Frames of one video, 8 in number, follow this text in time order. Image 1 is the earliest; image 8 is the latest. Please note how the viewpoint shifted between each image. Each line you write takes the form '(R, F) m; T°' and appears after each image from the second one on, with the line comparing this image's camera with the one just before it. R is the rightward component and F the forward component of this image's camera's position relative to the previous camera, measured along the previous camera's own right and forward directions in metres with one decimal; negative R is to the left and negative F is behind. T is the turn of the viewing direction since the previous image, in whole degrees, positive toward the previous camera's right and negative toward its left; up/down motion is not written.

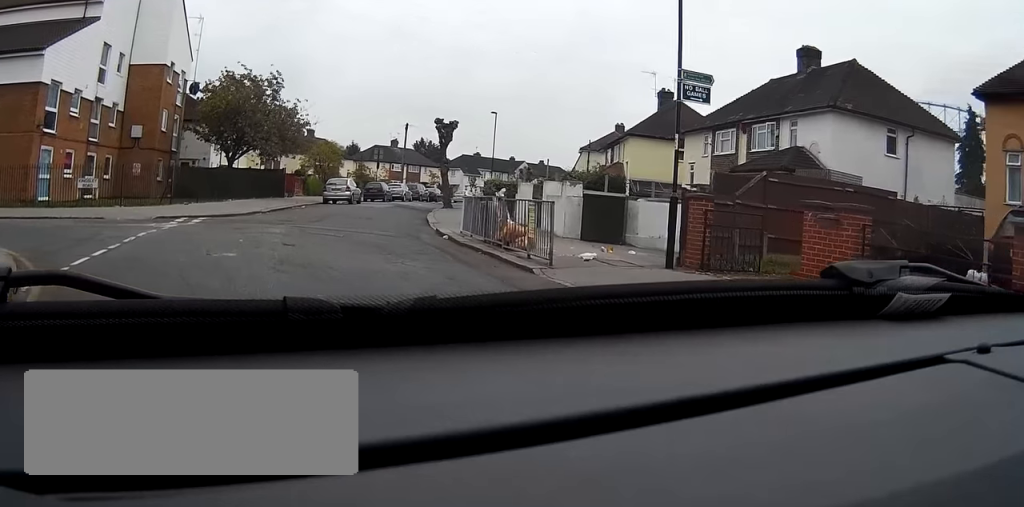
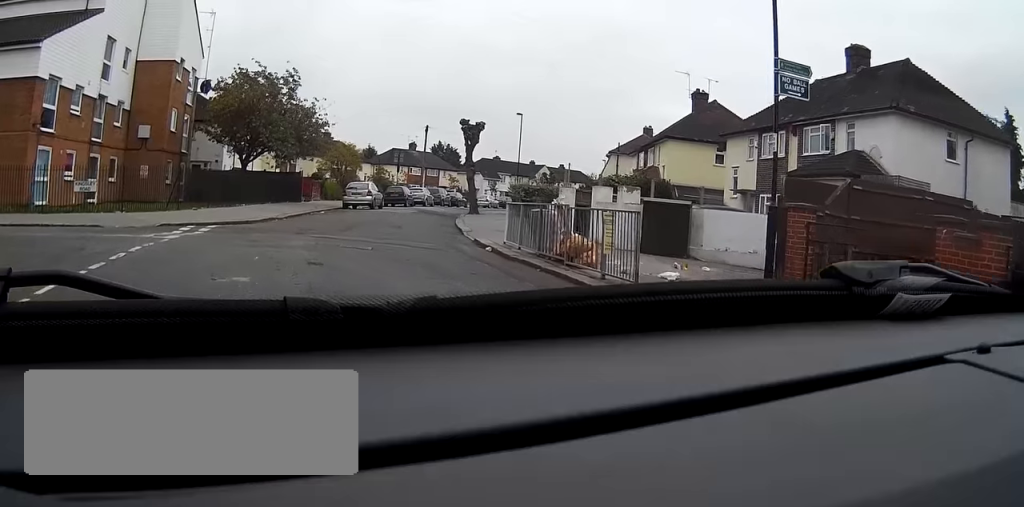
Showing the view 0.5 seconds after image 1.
(0.0, +2.4) m; -2°
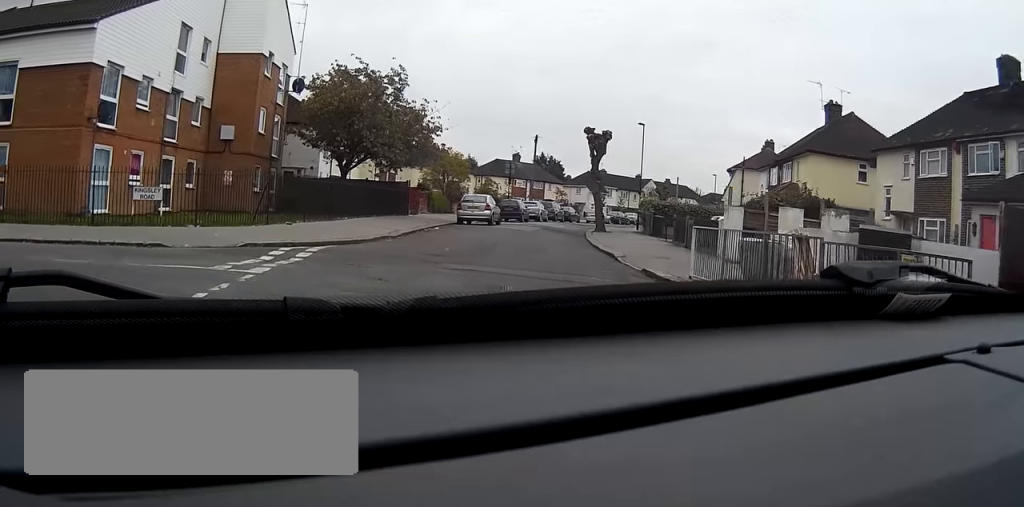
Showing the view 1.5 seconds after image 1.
(-0.1, +4.2) m; -7°
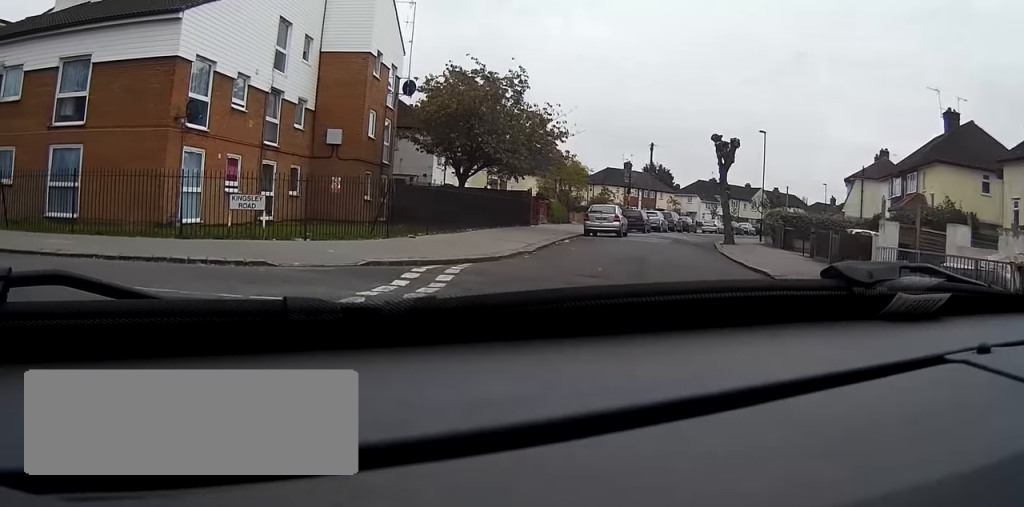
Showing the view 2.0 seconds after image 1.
(-0.1, +2.3) m; -6°
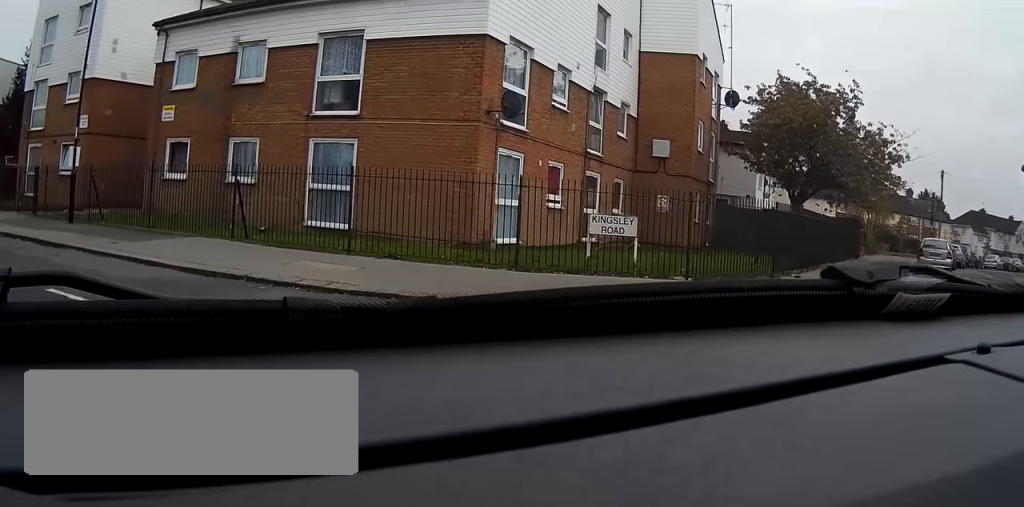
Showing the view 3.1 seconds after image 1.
(-0.5, +4.3) m; -20°
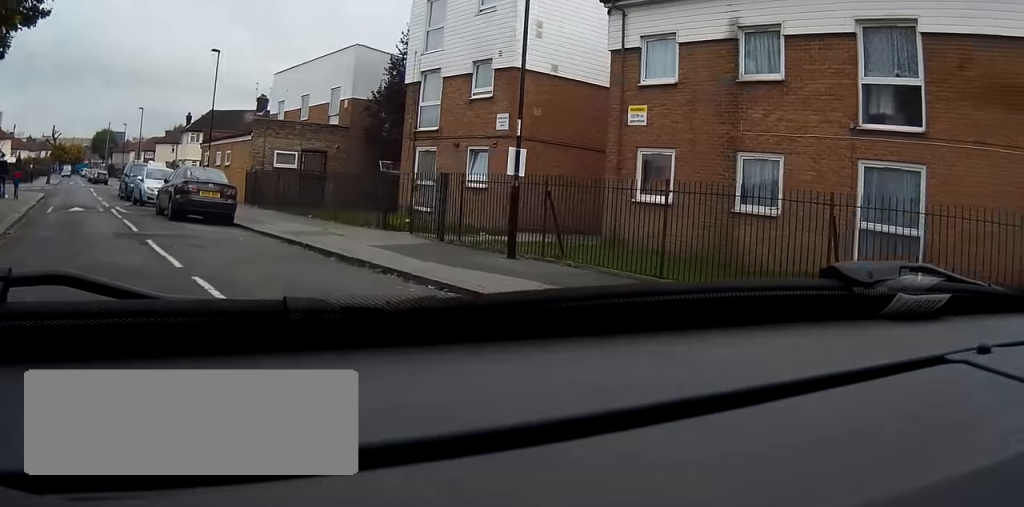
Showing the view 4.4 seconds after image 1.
(-1.8, +5.4) m; -35°
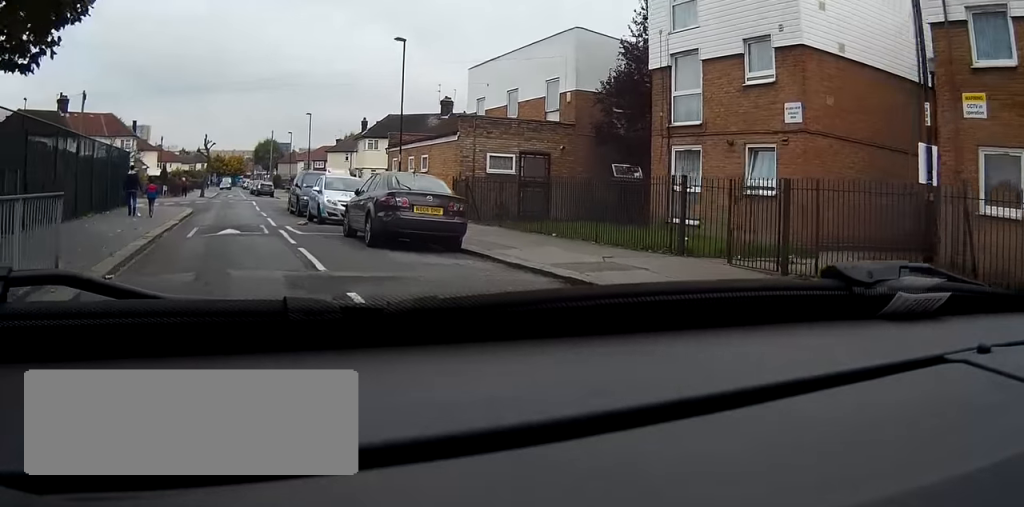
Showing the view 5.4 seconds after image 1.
(-1.0, +5.0) m; -14°
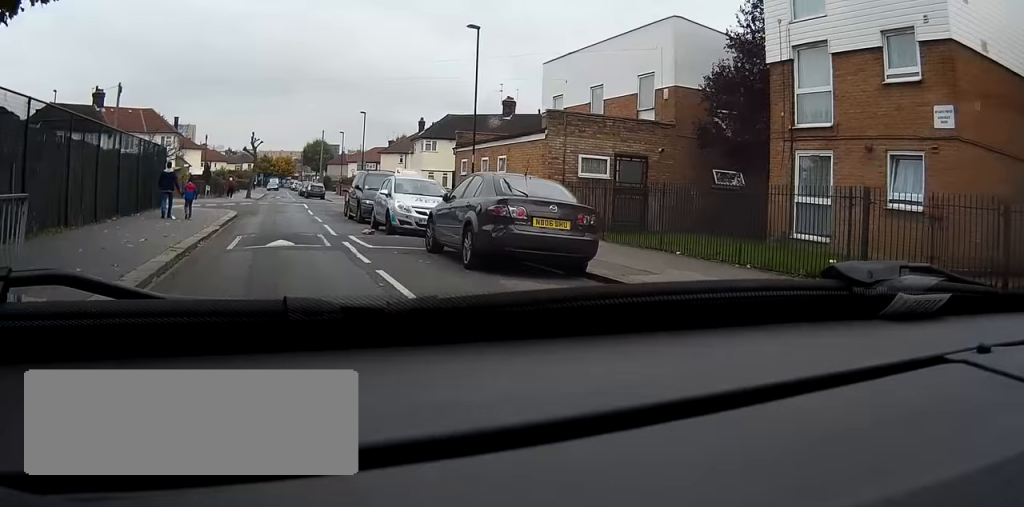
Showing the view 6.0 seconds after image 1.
(-0.2, +3.2) m; -3°
